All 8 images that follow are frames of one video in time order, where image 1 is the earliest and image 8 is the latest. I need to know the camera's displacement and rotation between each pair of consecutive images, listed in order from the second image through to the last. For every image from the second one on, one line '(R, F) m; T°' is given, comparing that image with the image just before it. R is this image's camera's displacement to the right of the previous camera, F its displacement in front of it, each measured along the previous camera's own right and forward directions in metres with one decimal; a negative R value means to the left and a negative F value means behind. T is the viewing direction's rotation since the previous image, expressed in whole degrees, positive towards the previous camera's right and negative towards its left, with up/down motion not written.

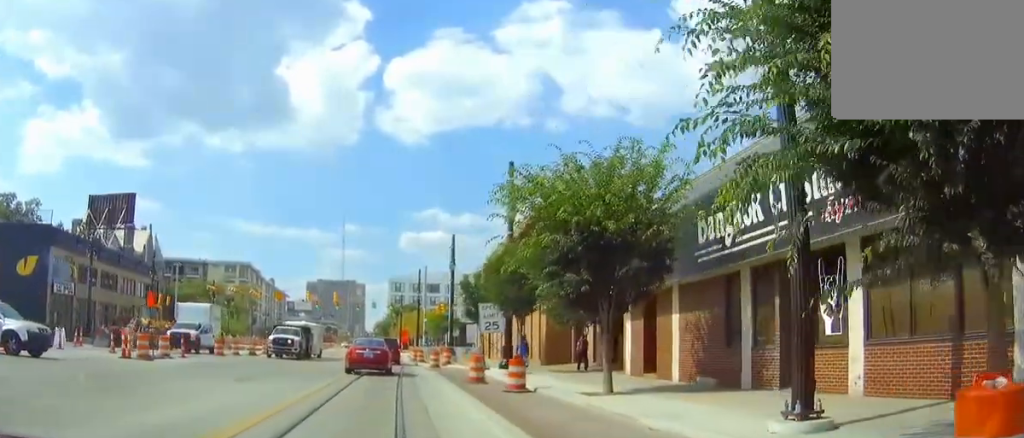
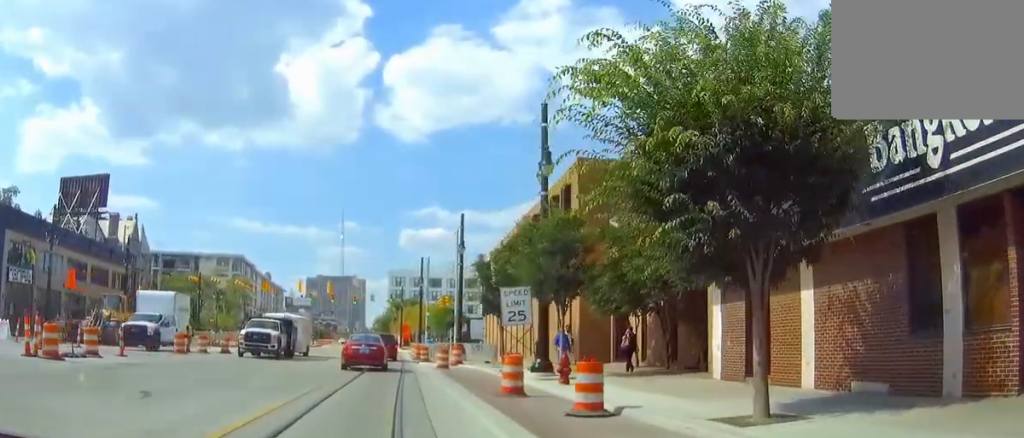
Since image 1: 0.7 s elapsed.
(-0.4, +6.4) m; -3°
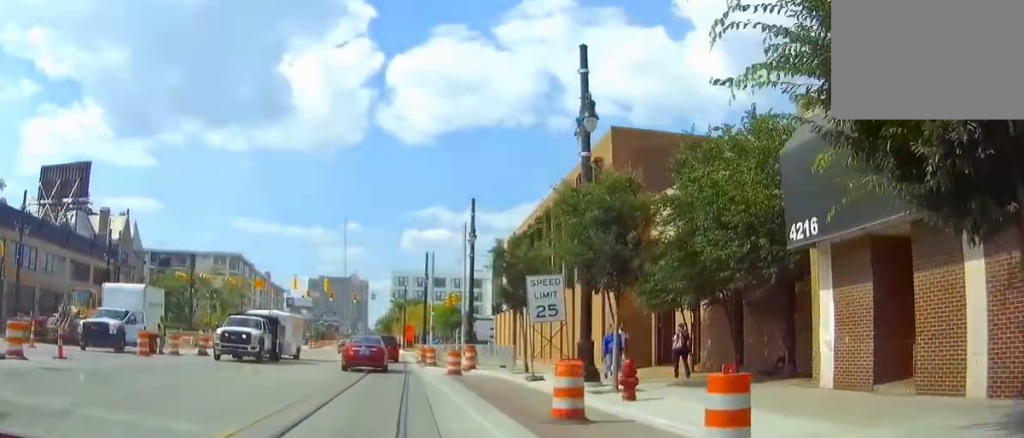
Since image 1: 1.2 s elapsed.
(-0.1, +4.2) m; 0°
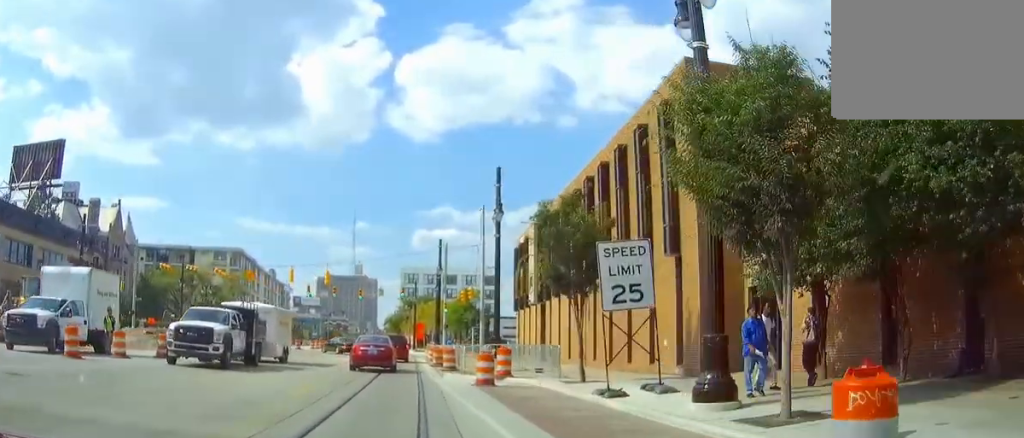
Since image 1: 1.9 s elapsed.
(-0.1, +6.4) m; +4°
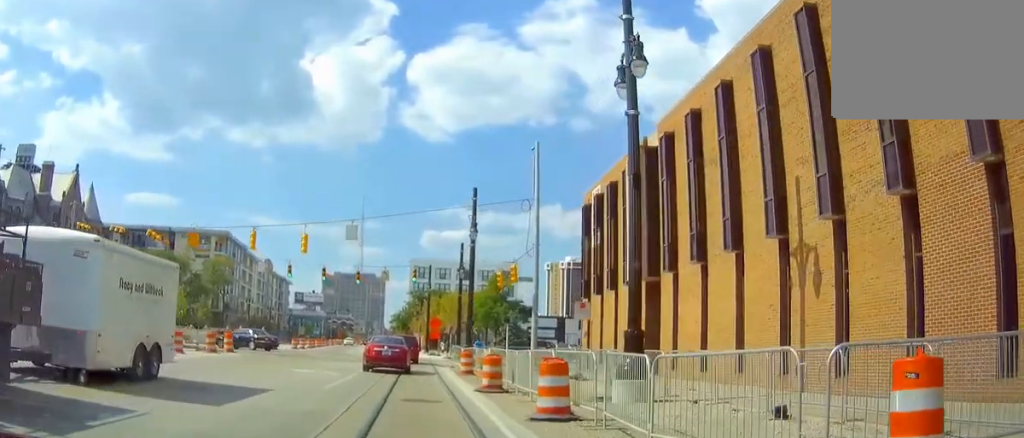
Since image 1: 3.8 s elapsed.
(+1.9, +18.1) m; +5°
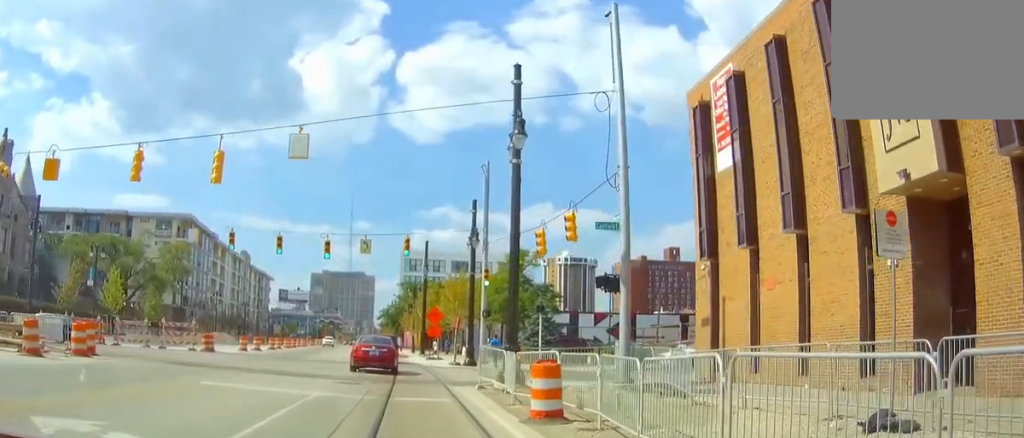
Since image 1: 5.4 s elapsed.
(-0.7, +18.0) m; -2°
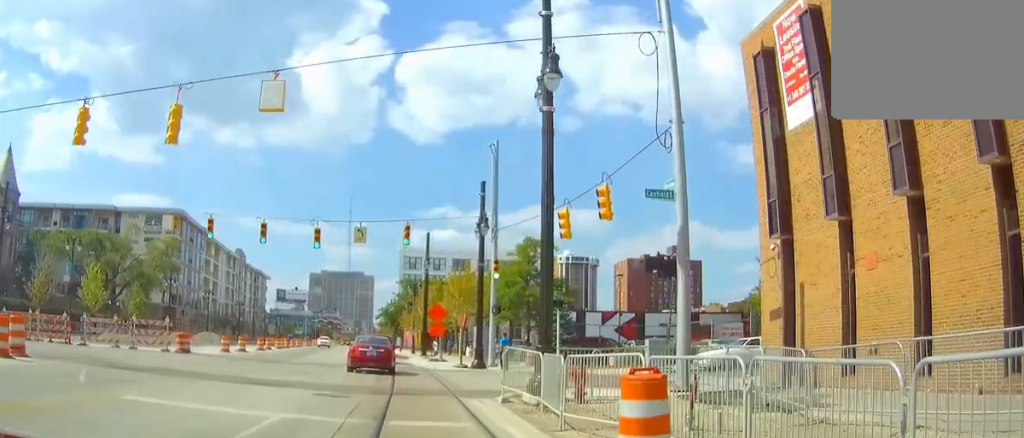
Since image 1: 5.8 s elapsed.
(+0.1, +4.7) m; 0°
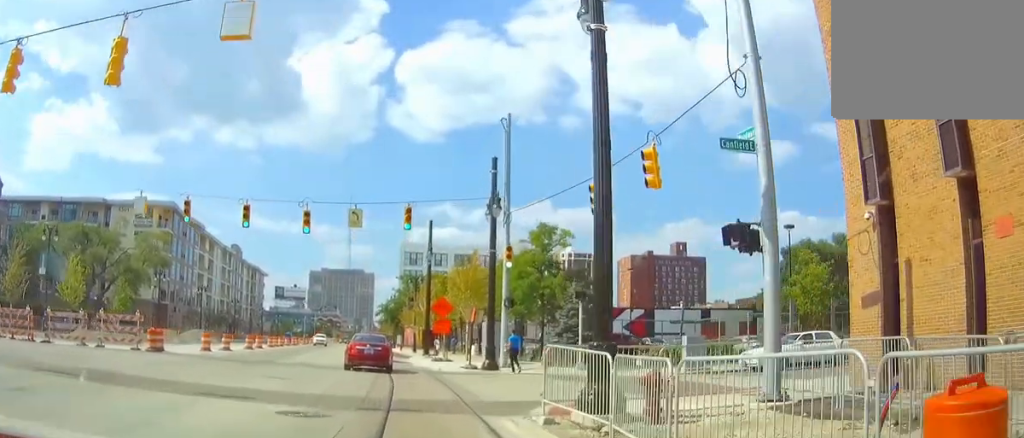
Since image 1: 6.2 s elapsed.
(0.0, +4.7) m; 0°
